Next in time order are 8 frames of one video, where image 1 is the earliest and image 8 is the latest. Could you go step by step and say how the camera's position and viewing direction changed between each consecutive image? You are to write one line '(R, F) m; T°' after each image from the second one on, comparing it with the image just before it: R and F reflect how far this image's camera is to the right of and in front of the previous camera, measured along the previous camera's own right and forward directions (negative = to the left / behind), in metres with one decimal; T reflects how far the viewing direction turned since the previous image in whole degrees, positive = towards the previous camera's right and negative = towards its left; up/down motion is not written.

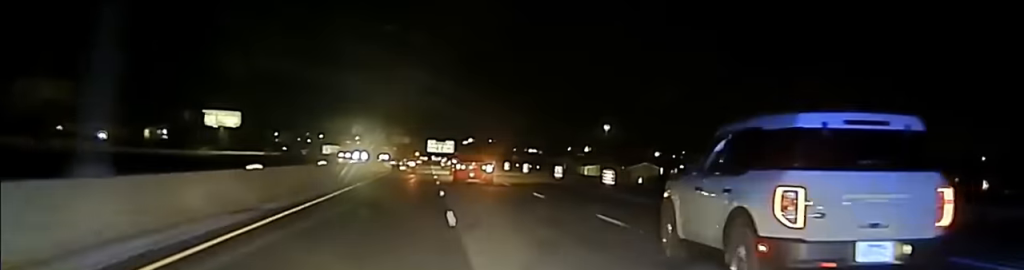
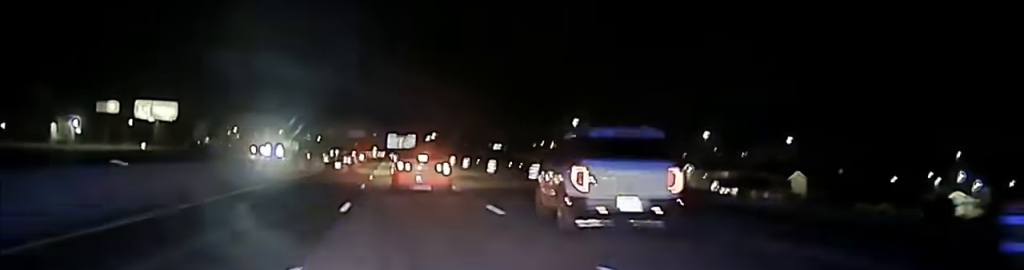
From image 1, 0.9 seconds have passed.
(+0.3, +32.3) m; 0°
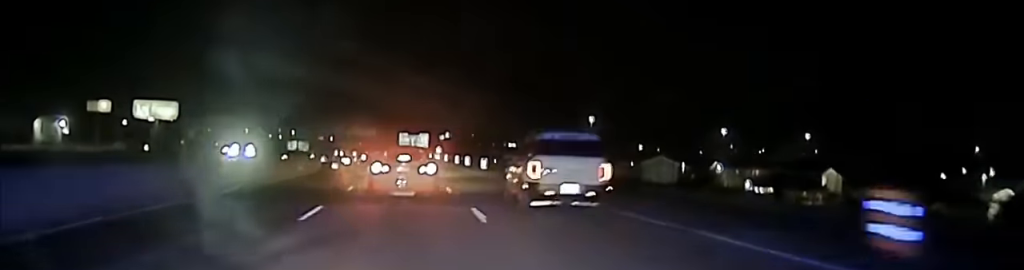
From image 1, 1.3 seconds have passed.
(0.0, +14.3) m; 0°
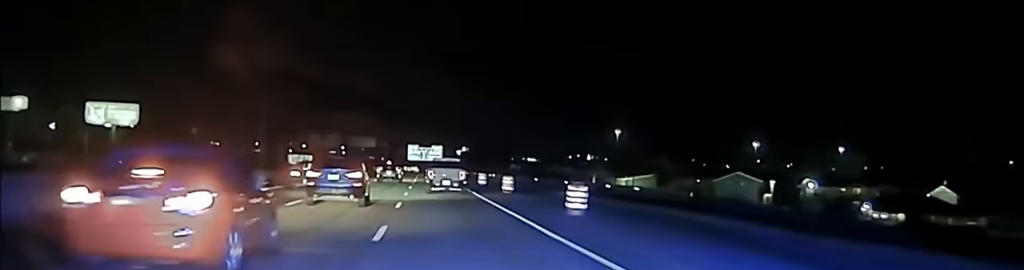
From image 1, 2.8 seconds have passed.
(-0.6, +54.7) m; -1°
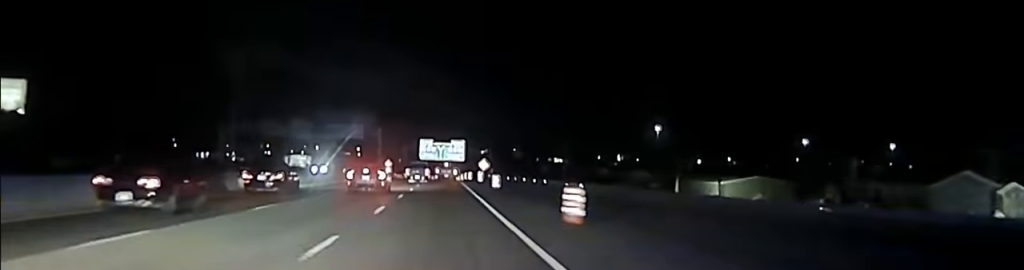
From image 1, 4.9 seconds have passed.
(-0.5, +75.7) m; -1°
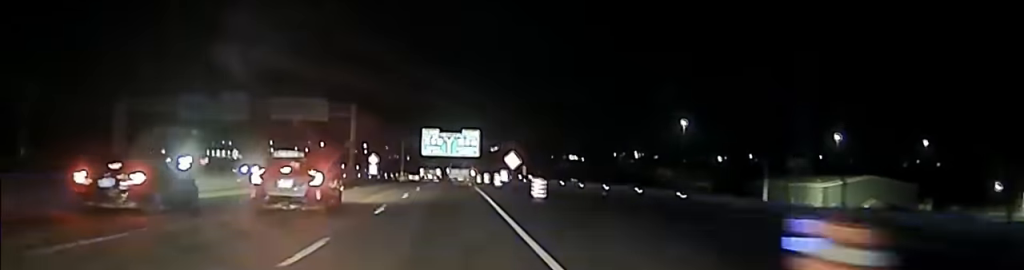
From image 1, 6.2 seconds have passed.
(-0.5, +50.6) m; -1°
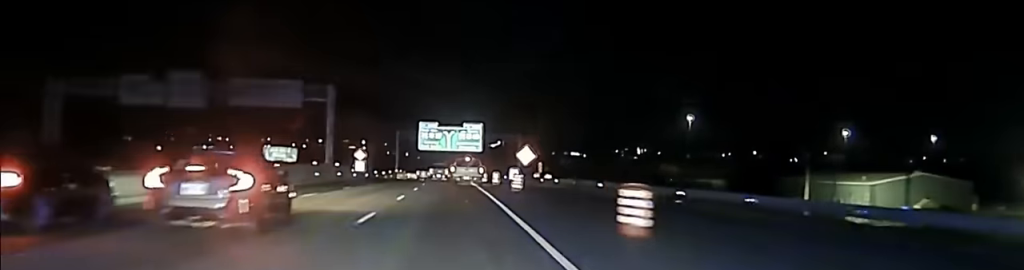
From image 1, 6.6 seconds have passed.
(0.0, +17.5) m; 0°
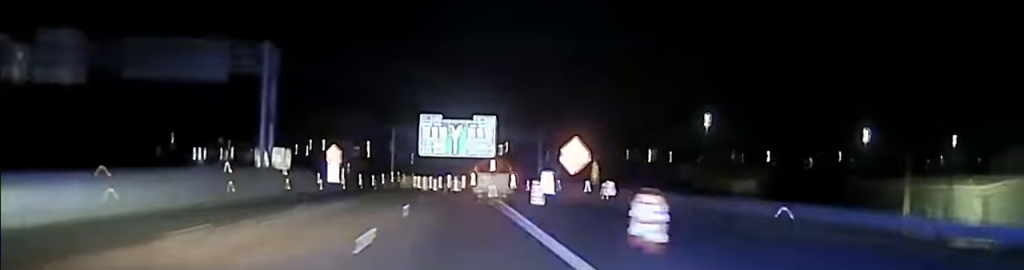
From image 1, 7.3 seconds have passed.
(0.0, +28.4) m; 0°
